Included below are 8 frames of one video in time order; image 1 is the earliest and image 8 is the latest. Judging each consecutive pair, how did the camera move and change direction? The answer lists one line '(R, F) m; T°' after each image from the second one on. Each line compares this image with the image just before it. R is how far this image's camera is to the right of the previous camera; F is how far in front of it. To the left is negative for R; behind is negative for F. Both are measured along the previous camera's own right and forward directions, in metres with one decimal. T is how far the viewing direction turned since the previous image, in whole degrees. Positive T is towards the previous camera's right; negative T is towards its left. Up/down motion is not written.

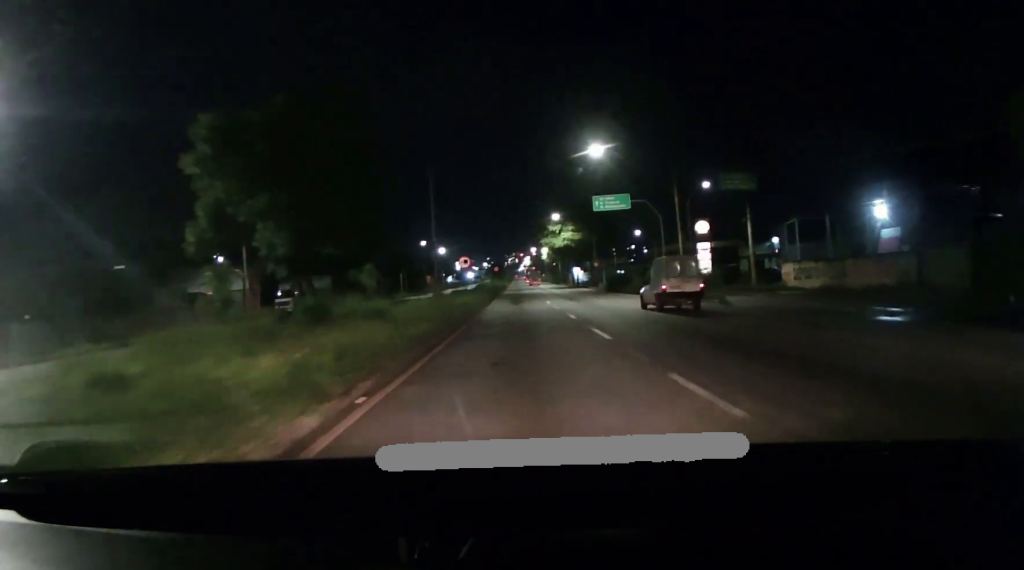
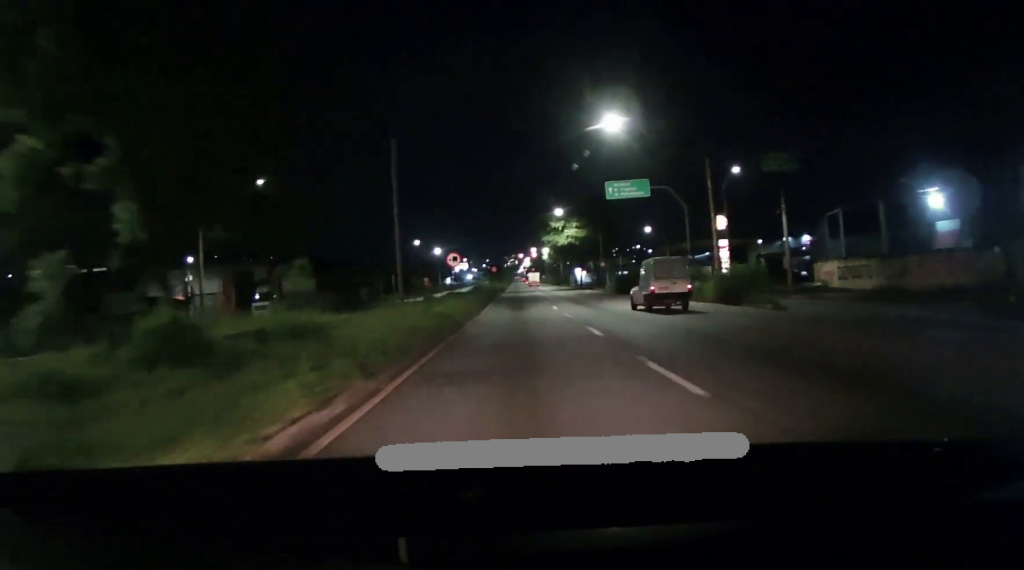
(-0.3, +7.3) m; -2°
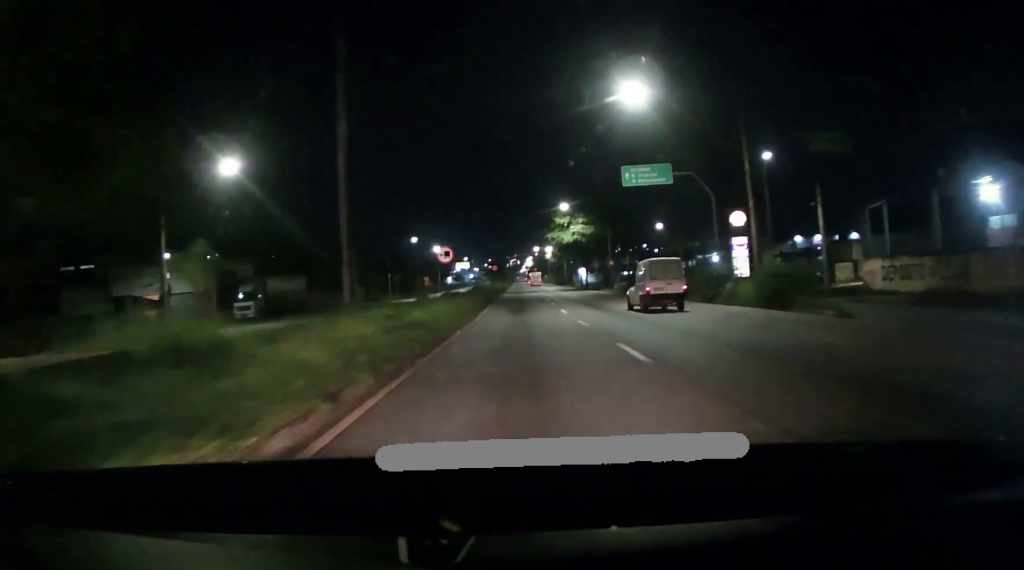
(-0.1, +5.3) m; -1°
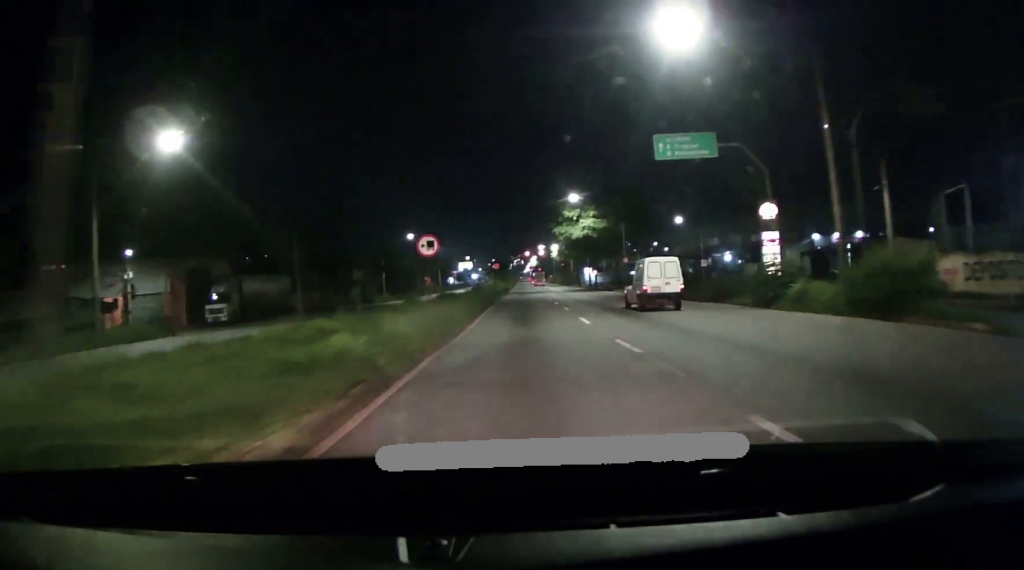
(0.0, +7.4) m; 0°
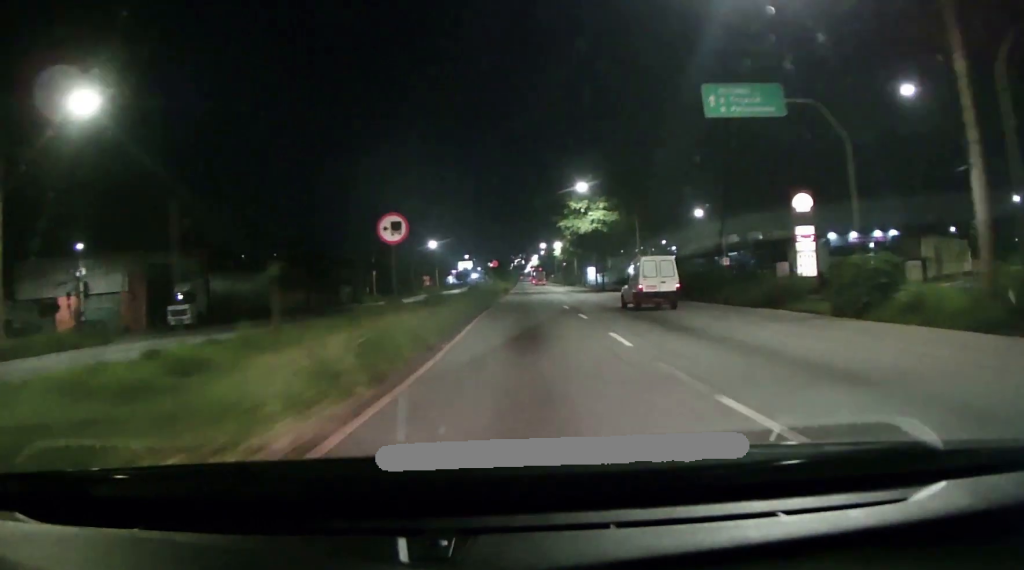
(0.0, +7.3) m; +1°
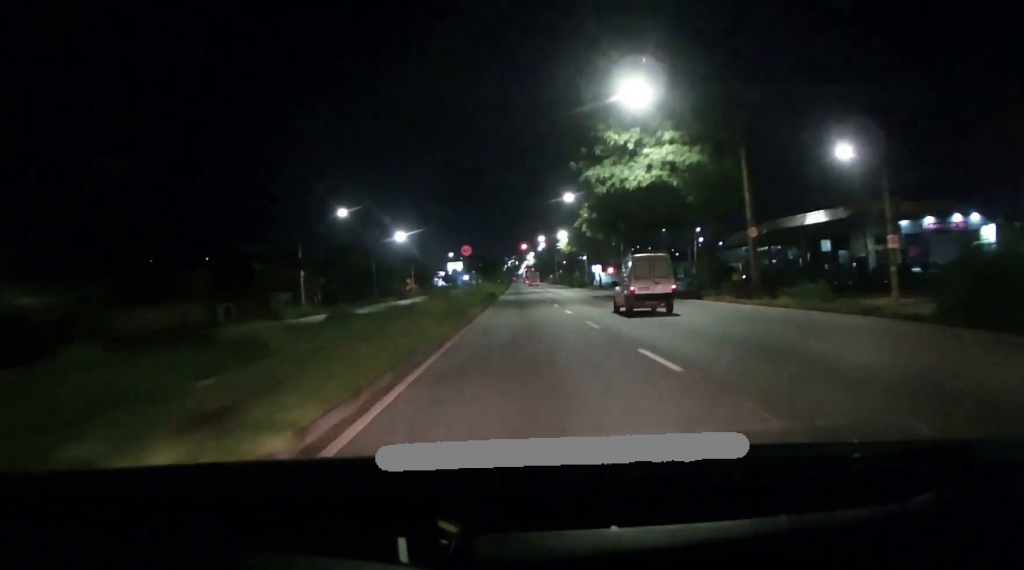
(+0.5, +29.3) m; 0°
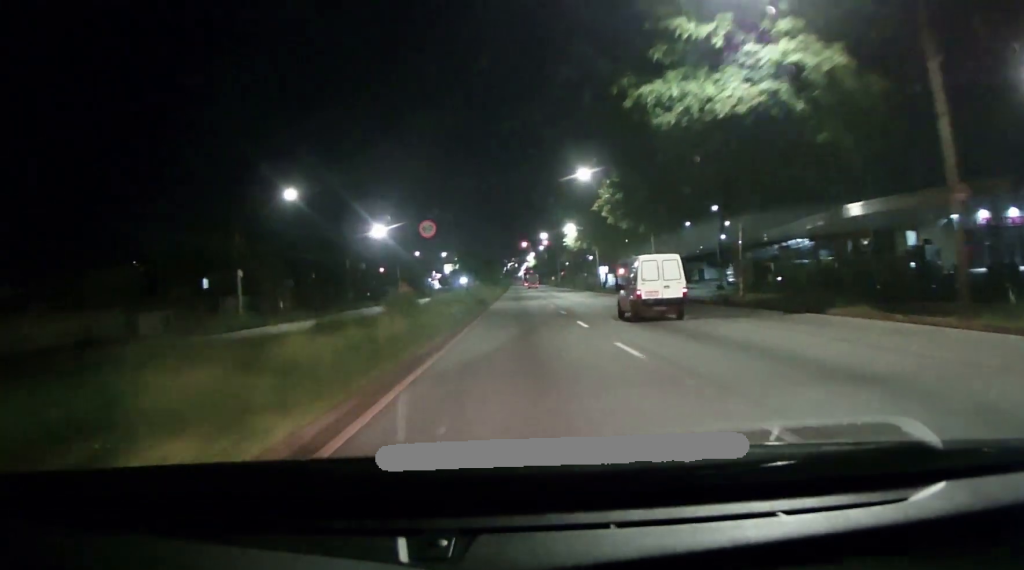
(0.0, +14.7) m; +1°
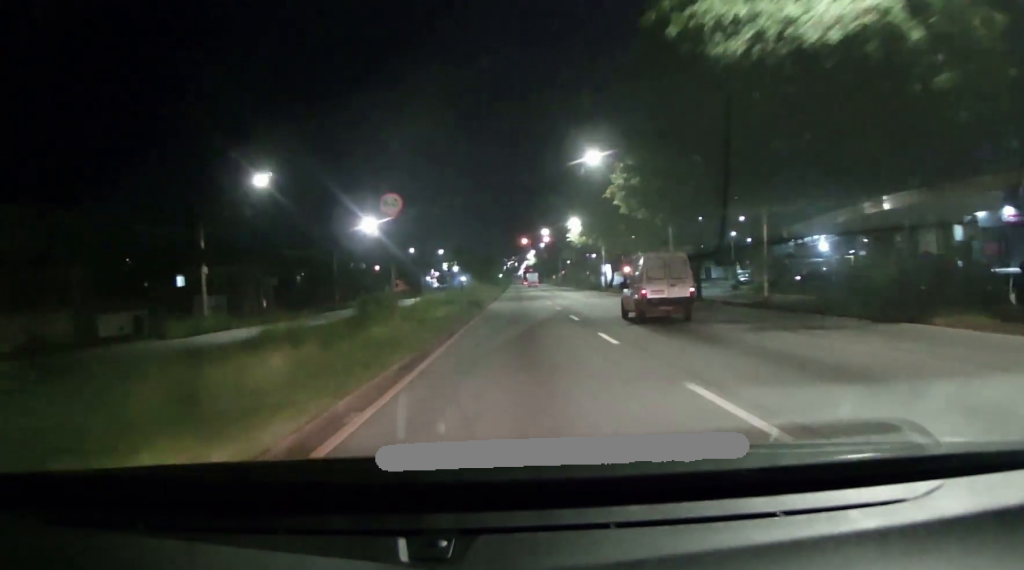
(0.0, +5.8) m; 0°
